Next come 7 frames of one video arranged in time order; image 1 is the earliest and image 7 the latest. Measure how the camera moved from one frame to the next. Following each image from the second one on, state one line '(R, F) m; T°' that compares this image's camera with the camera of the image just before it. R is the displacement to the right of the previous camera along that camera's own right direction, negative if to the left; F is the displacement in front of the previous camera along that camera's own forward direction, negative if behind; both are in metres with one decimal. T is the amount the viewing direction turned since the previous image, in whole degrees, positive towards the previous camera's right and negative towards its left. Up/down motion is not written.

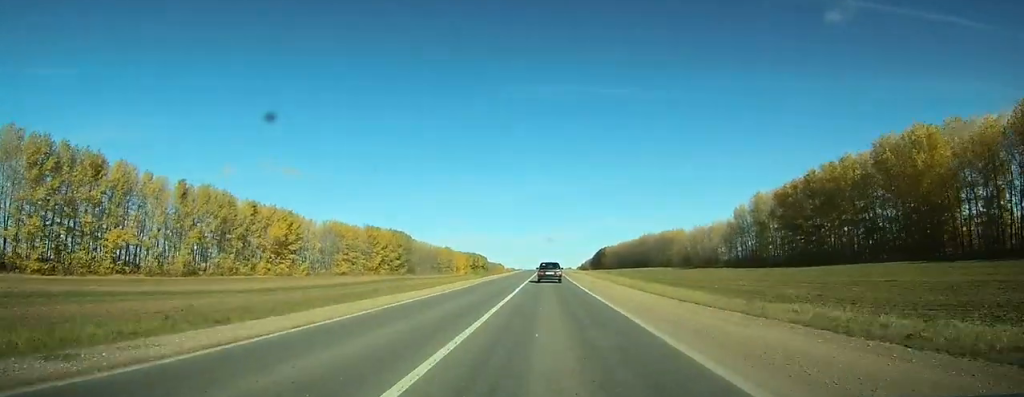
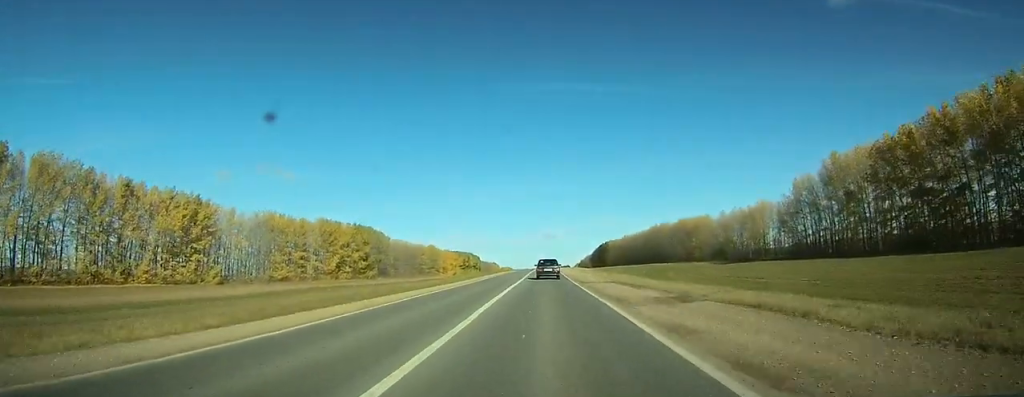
(+0.3, +48.6) m; 0°
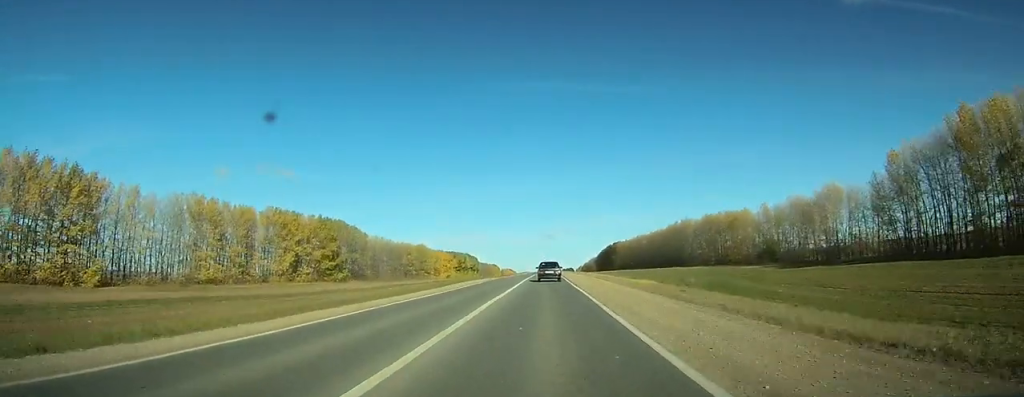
(-0.1, +38.7) m; 0°
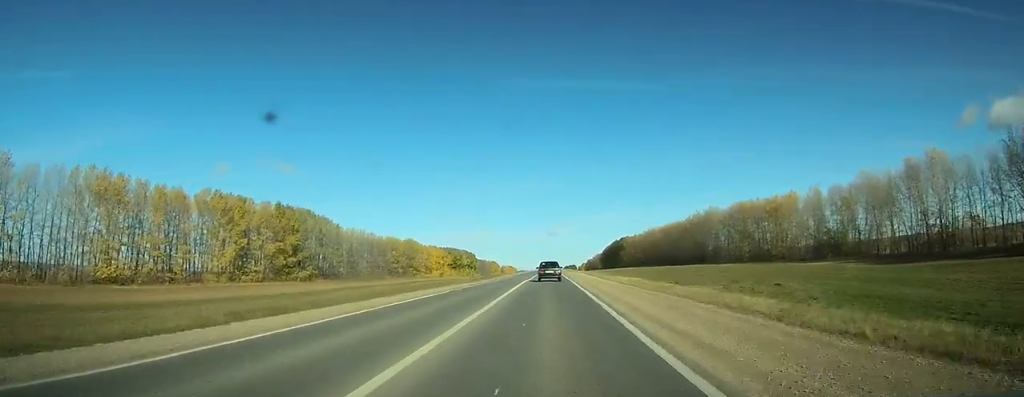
(0.0, +31.5) m; 0°
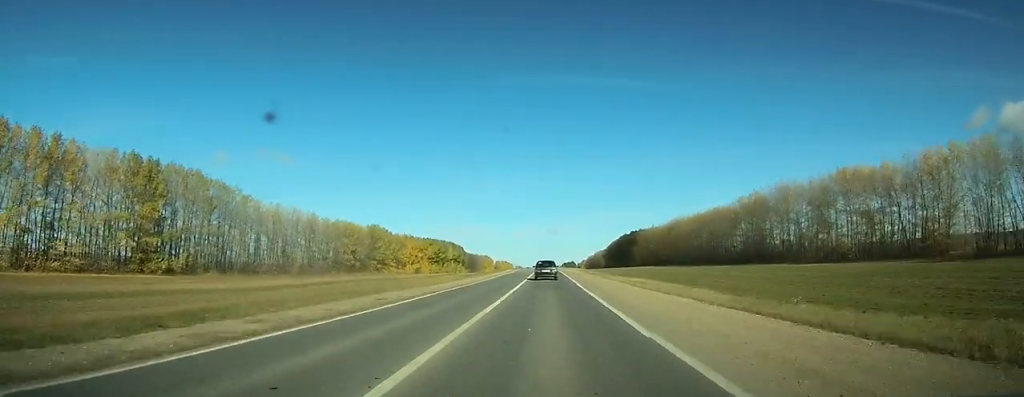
(0.0, +56.5) m; 0°
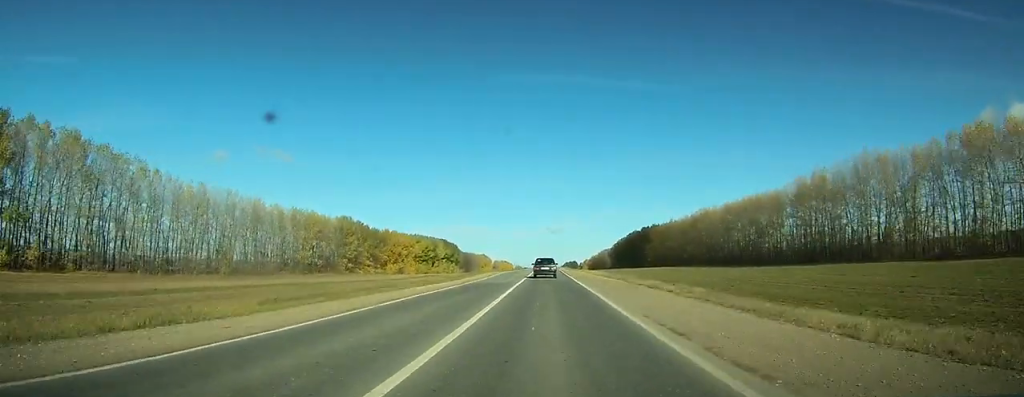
(0.0, +36.0) m; 0°
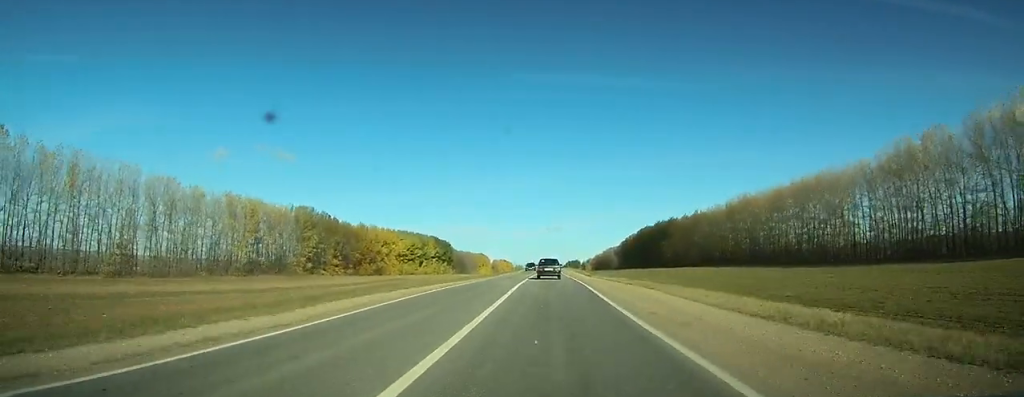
(0.0, +38.1) m; 0°
